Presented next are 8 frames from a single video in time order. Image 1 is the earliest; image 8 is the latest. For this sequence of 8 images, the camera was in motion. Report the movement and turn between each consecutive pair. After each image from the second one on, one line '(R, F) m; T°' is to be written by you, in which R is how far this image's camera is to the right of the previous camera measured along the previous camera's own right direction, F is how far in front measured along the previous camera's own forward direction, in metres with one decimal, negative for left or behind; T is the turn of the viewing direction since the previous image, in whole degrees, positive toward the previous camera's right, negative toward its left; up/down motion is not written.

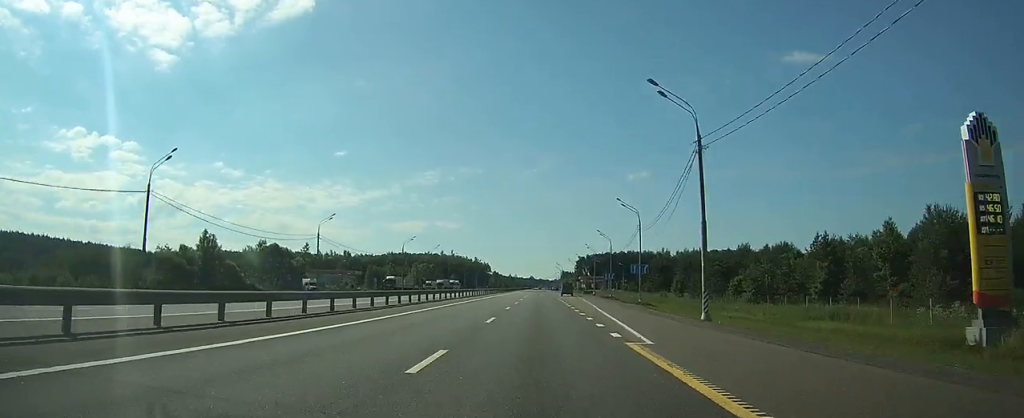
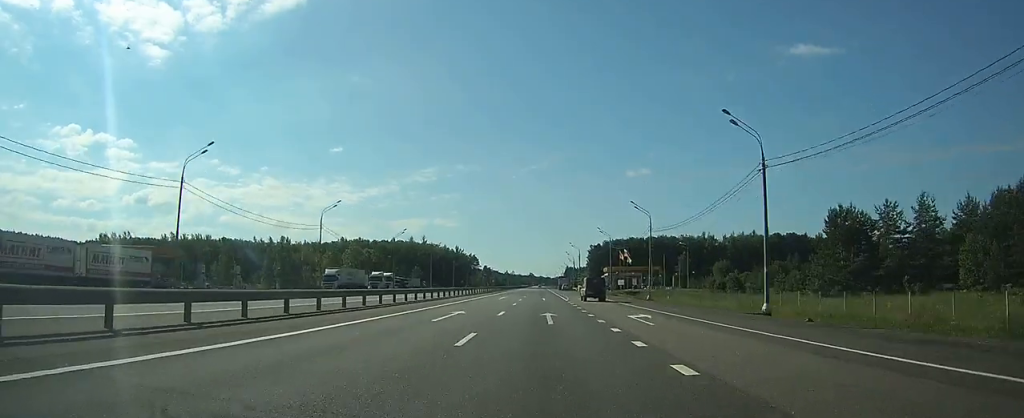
(+0.3, +104.6) m; 0°
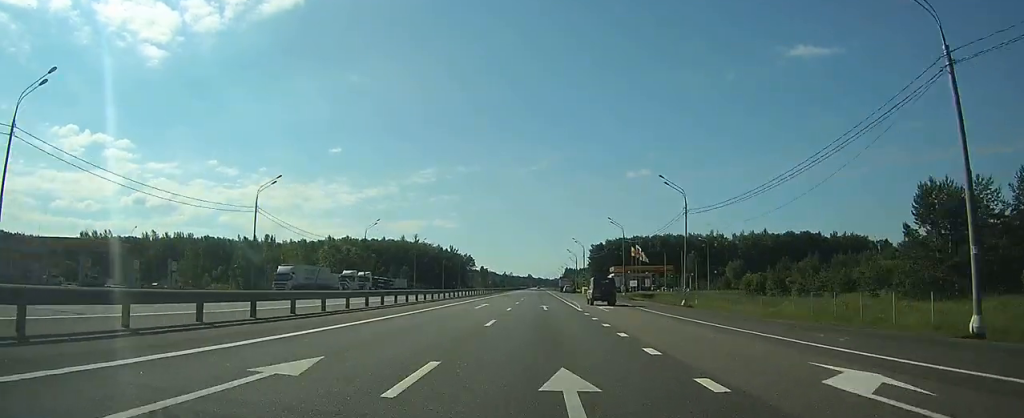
(0.0, +17.8) m; 0°
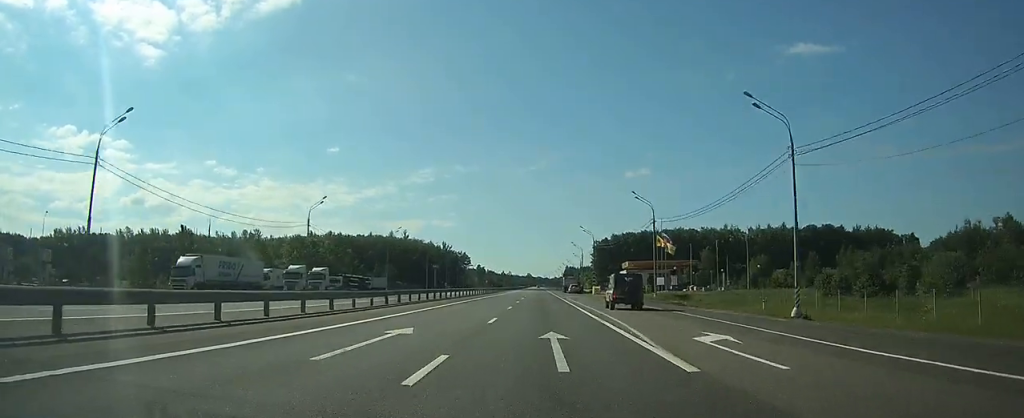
(0.0, +23.6) m; 0°
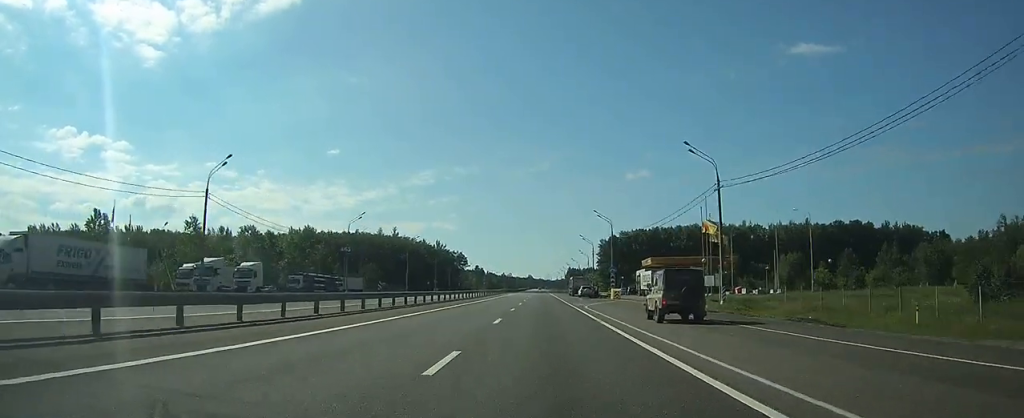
(0.0, +23.4) m; 0°
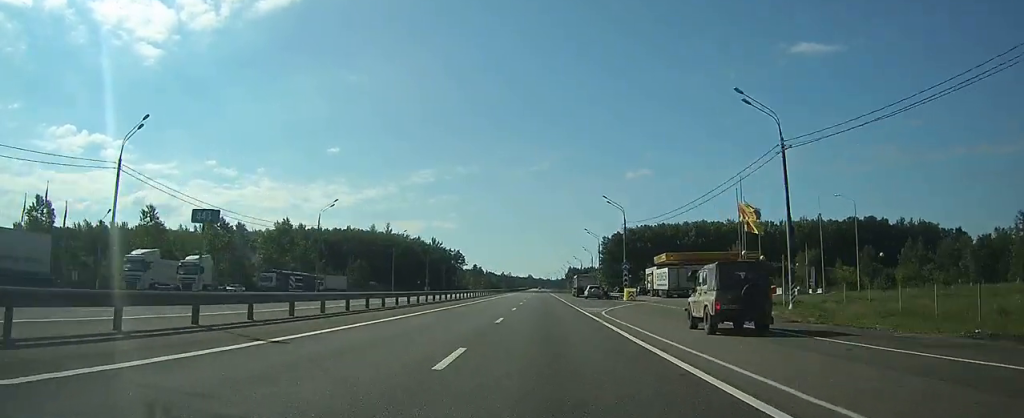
(0.0, +11.6) m; 0°
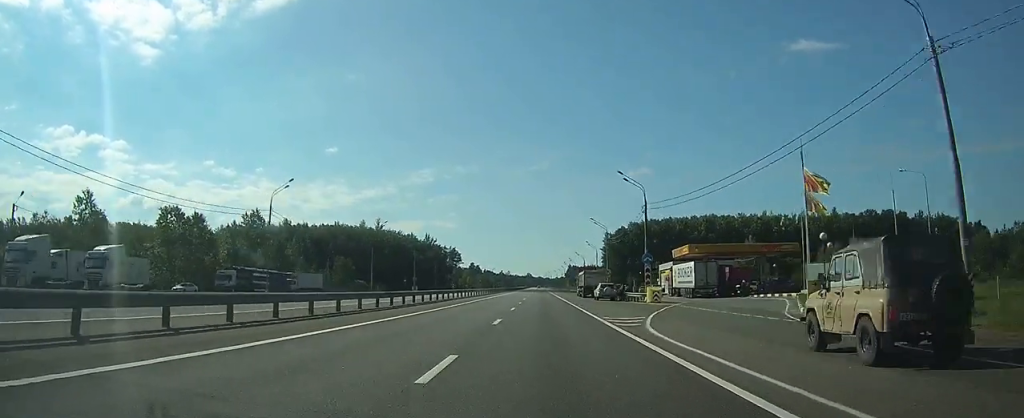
(0.0, +13.5) m; 0°
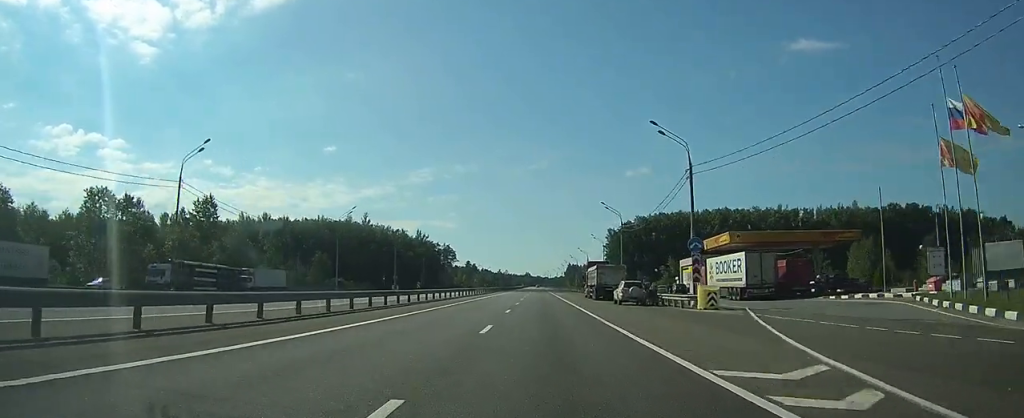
(0.0, +16.3) m; 0°
